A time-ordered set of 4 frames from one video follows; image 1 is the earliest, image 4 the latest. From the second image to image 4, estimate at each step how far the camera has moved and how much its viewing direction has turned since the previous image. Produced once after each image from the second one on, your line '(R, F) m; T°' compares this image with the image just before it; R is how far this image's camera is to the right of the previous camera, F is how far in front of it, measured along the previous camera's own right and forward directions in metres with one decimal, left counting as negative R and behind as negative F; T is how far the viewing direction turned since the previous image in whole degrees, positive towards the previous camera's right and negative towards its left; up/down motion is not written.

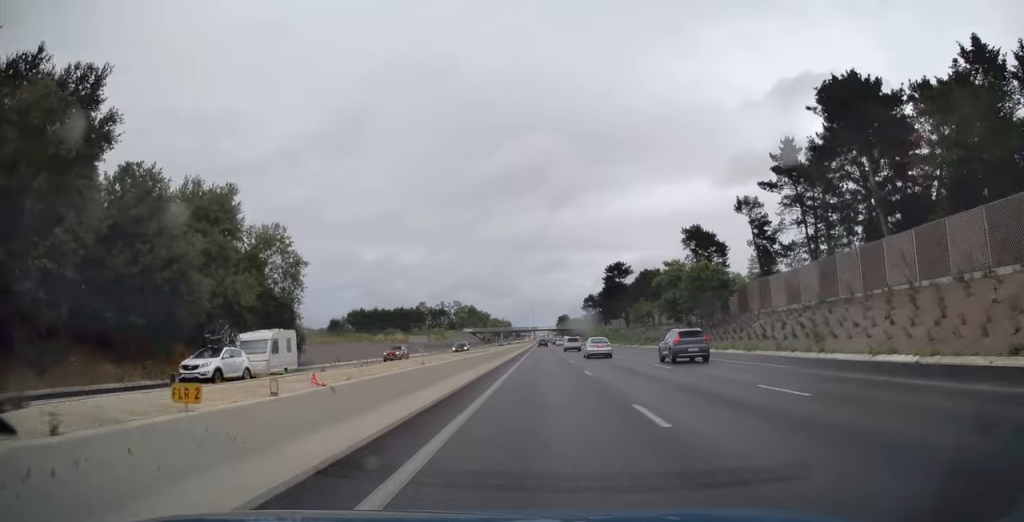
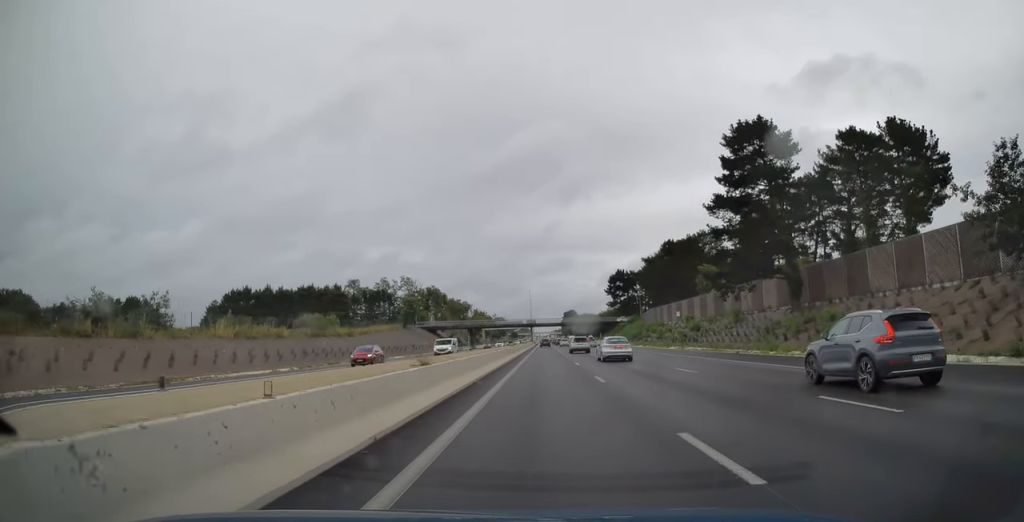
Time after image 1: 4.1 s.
(-0.9, +107.7) m; 0°
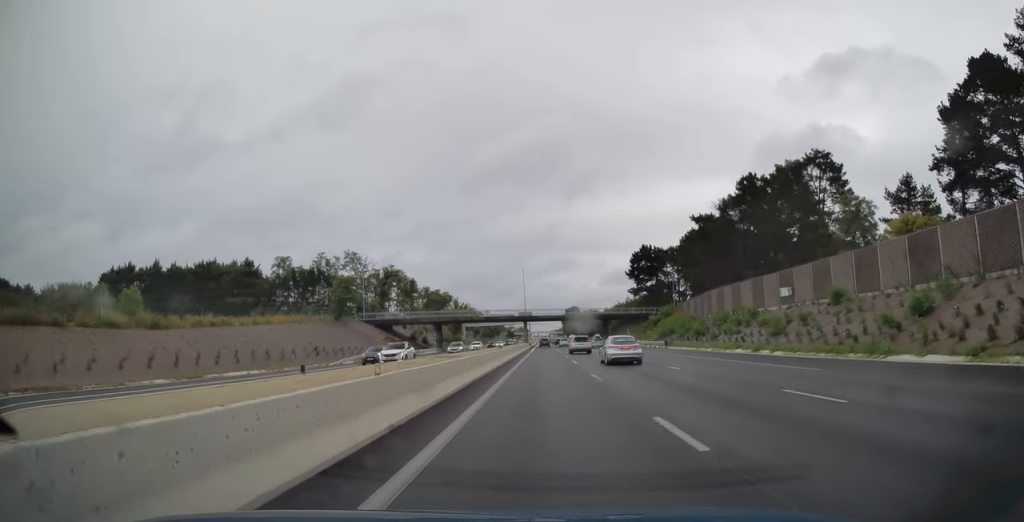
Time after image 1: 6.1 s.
(+0.2, +50.4) m; 0°
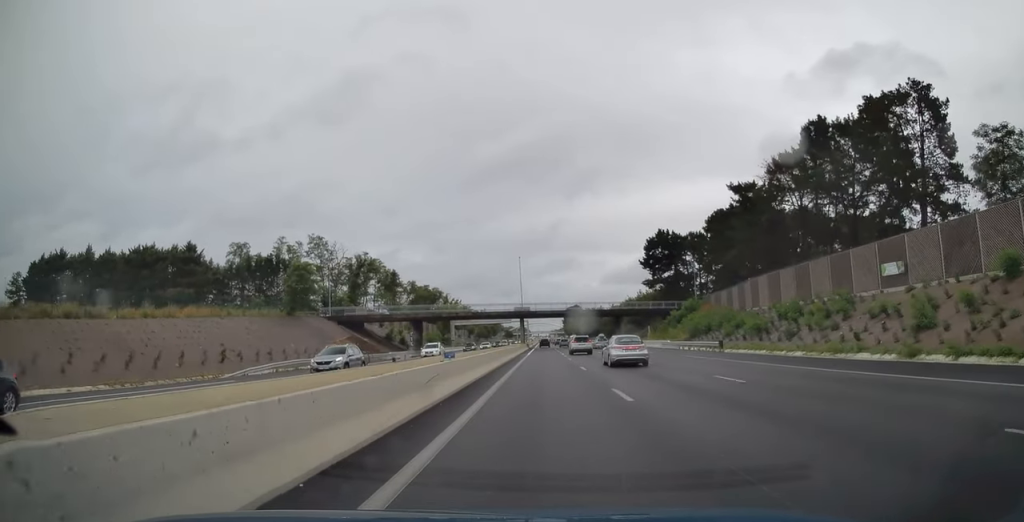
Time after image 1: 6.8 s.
(-0.1, +20.5) m; 0°
